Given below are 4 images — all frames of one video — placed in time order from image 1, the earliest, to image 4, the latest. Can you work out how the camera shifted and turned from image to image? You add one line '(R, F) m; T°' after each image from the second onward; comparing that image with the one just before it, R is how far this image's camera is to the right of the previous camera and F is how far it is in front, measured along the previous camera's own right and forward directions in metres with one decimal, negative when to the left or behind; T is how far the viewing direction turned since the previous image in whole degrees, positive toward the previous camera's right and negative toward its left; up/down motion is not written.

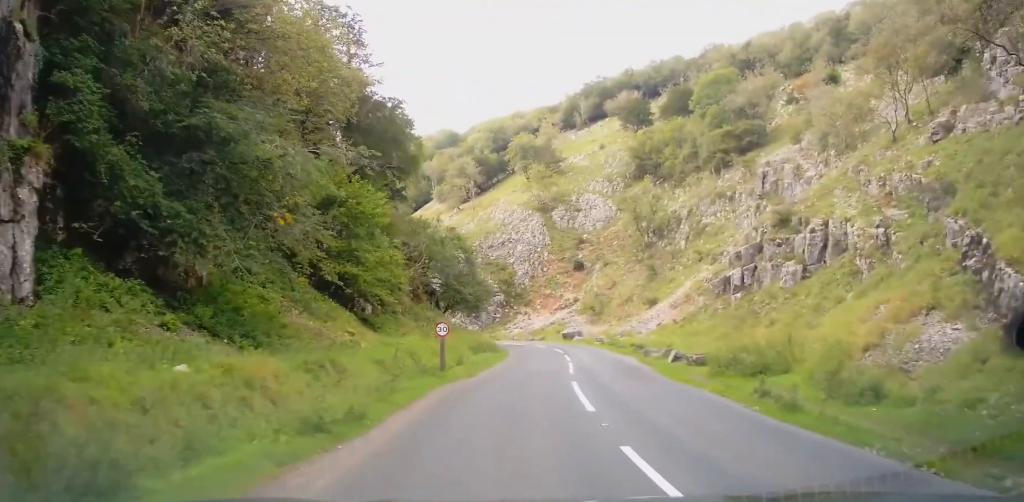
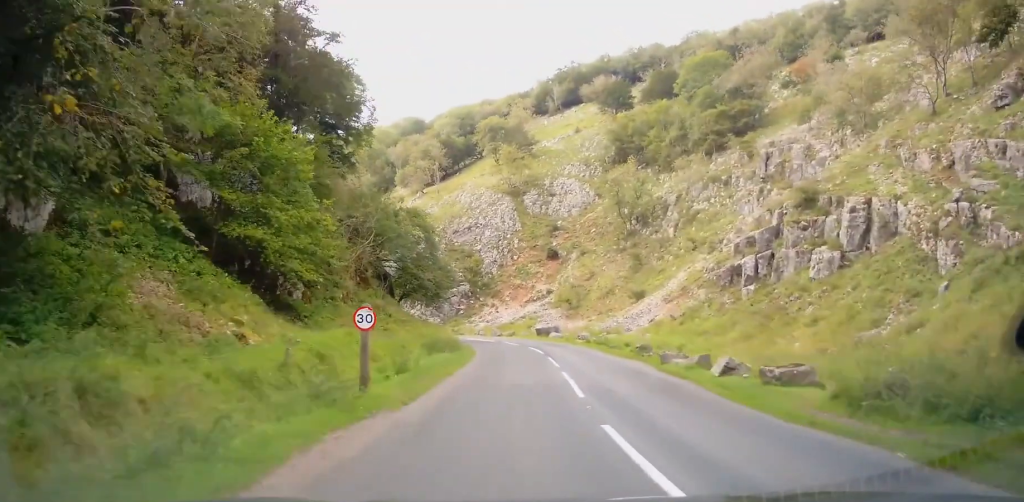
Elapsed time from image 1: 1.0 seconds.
(+0.5, +7.9) m; +5°
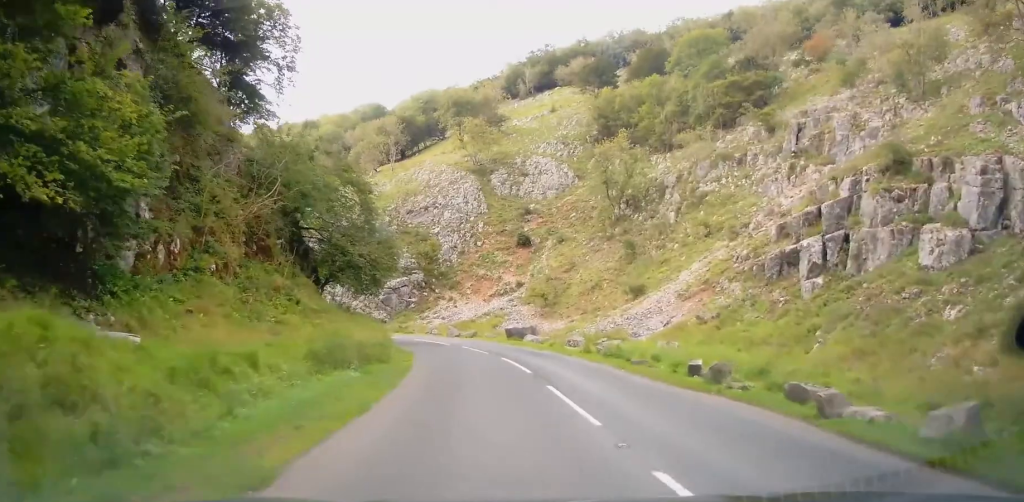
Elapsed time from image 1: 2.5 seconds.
(+0.4, +12.9) m; +3°
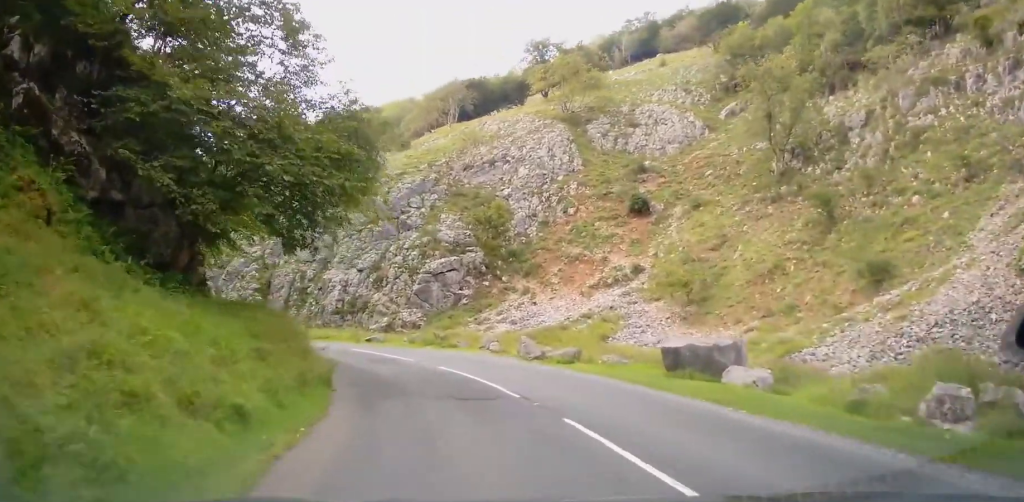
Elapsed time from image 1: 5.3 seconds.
(-1.2, +23.1) m; -10°
